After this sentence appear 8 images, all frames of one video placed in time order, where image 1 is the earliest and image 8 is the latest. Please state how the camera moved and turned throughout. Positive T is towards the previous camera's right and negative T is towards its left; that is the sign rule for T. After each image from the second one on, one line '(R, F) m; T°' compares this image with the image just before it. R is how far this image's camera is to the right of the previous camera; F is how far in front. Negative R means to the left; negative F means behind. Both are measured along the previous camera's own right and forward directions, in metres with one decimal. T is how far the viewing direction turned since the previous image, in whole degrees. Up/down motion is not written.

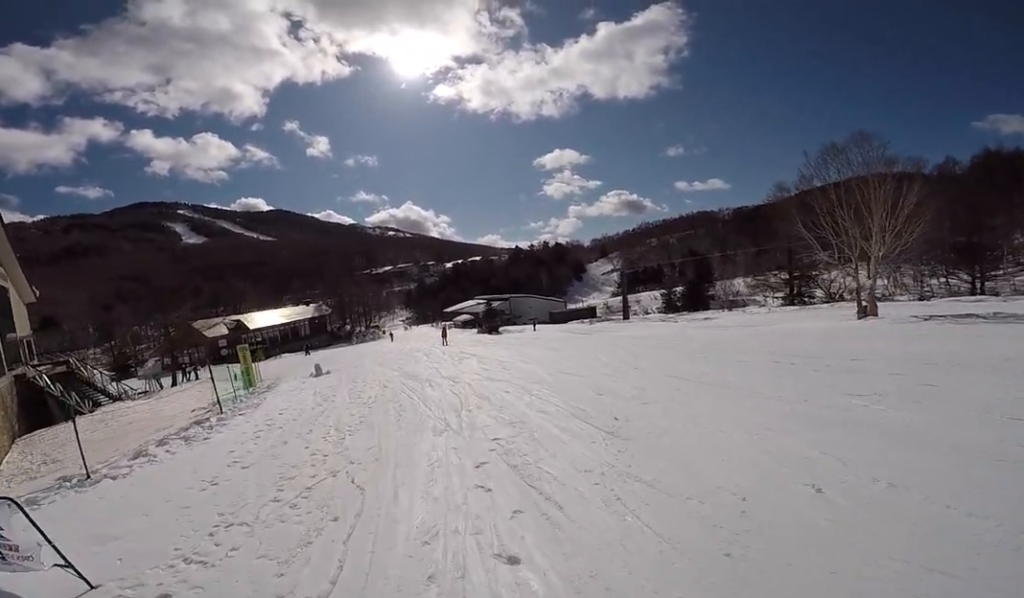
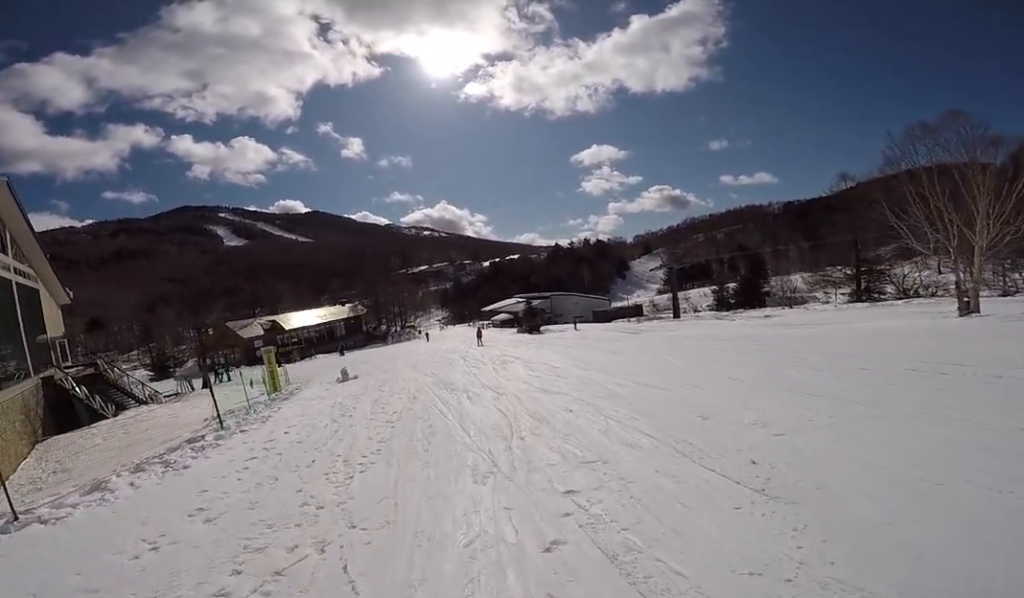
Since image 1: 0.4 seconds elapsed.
(0.0, +1.9) m; 0°
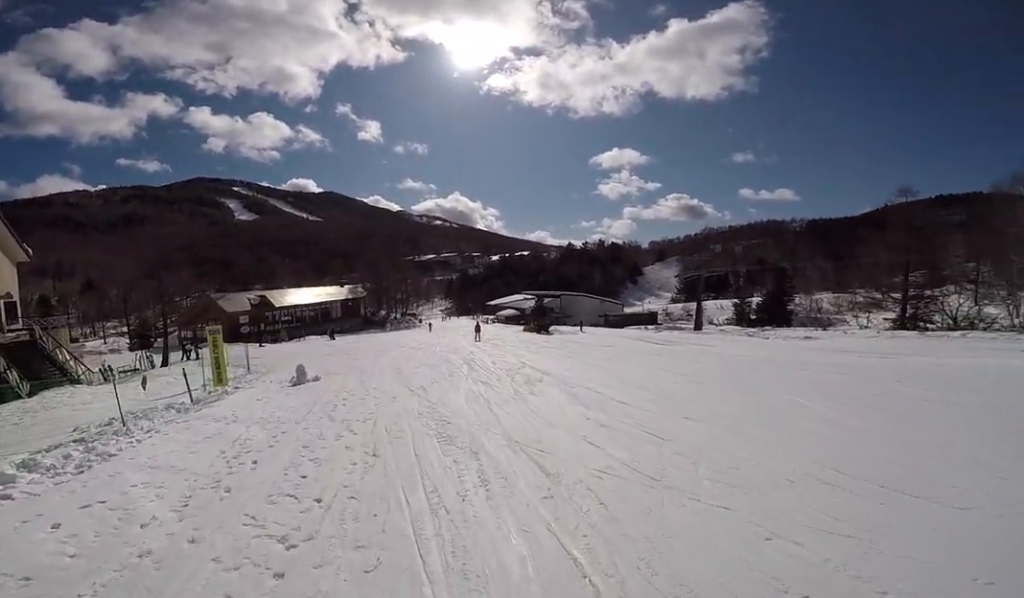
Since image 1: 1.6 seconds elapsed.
(0.0, +4.8) m; 0°
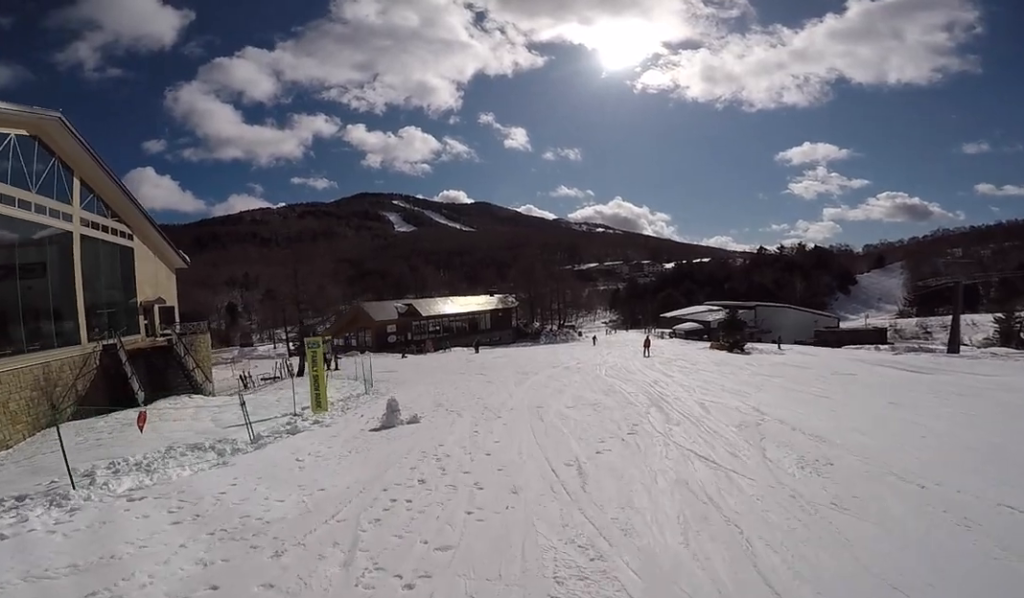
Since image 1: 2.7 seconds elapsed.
(0.0, +4.3) m; -3°
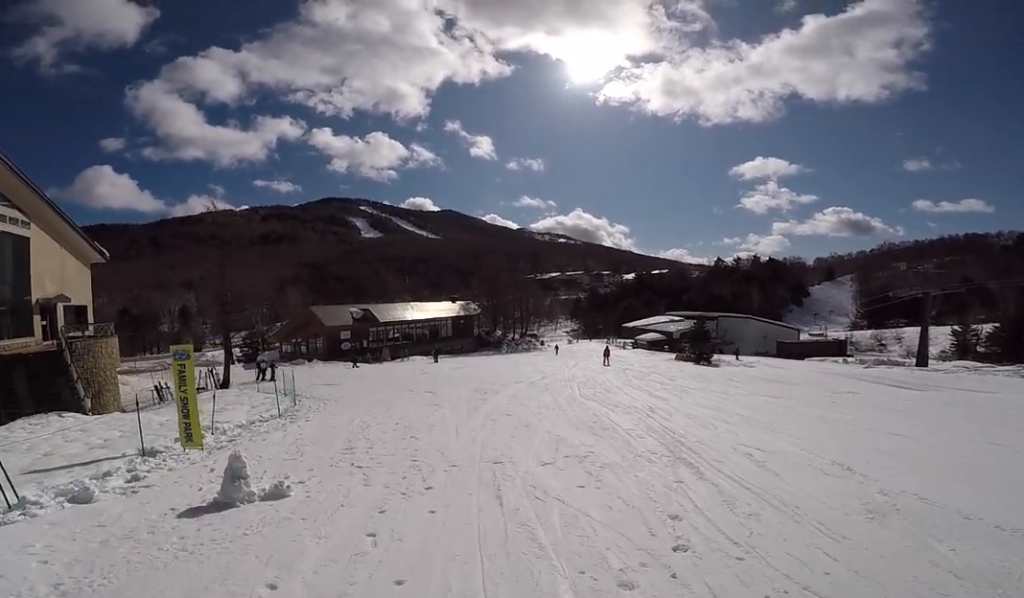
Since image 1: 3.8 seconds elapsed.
(-0.2, +4.0) m; -10°
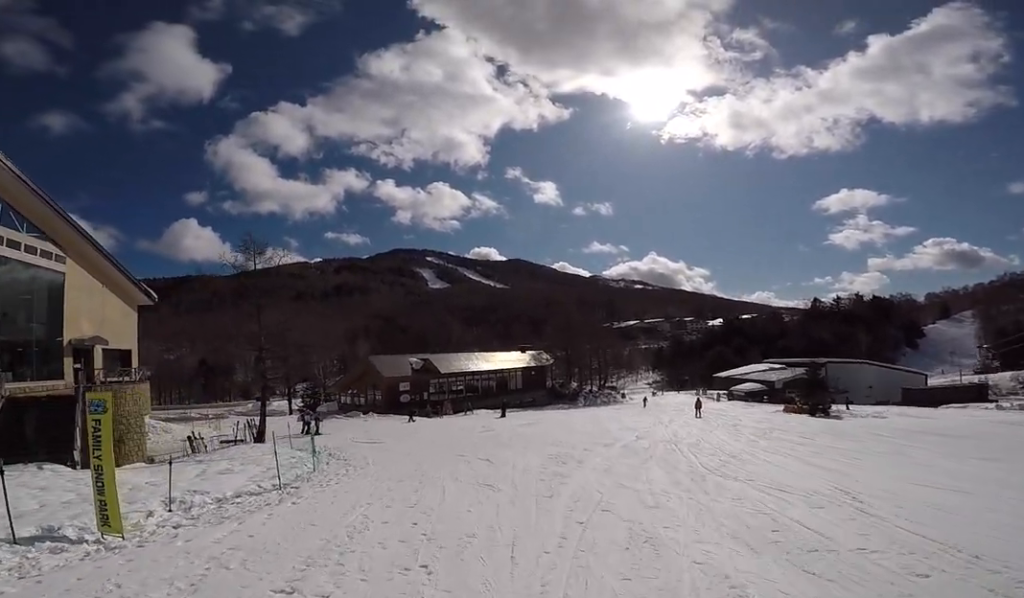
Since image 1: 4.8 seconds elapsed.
(-0.5, +4.3) m; -2°
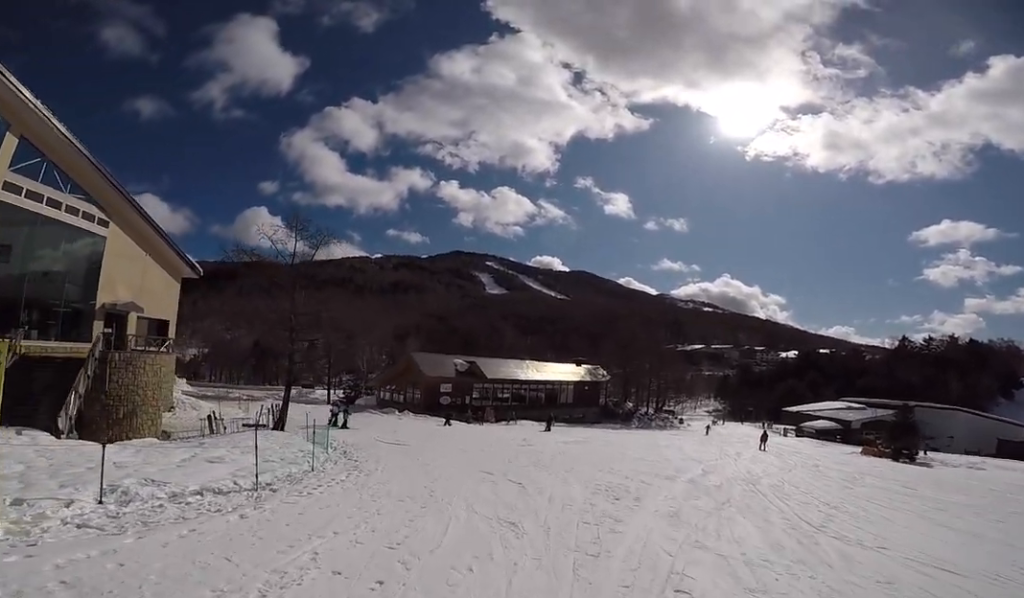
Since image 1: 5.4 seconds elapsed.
(+0.2, +2.4) m; -3°
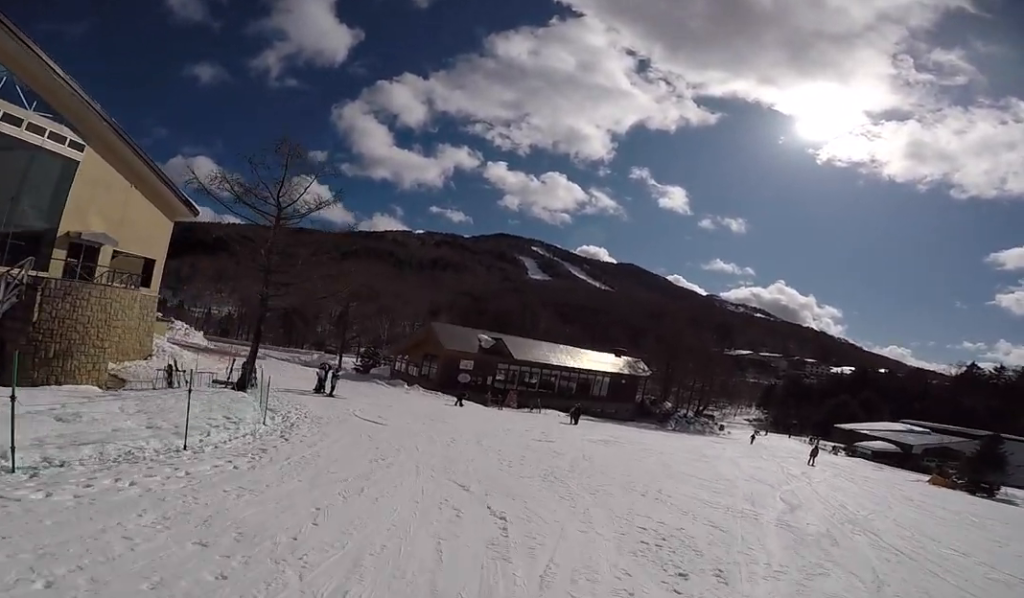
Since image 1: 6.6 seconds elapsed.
(-0.4, +4.4) m; -5°
